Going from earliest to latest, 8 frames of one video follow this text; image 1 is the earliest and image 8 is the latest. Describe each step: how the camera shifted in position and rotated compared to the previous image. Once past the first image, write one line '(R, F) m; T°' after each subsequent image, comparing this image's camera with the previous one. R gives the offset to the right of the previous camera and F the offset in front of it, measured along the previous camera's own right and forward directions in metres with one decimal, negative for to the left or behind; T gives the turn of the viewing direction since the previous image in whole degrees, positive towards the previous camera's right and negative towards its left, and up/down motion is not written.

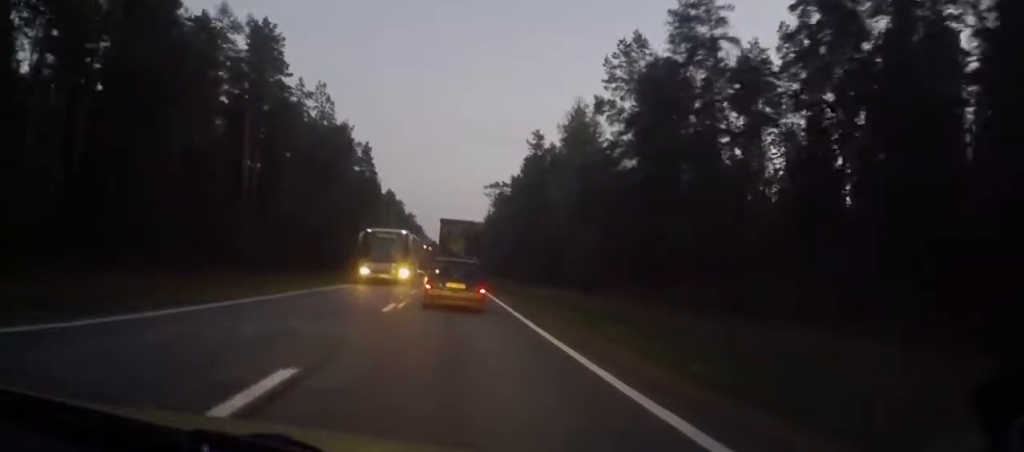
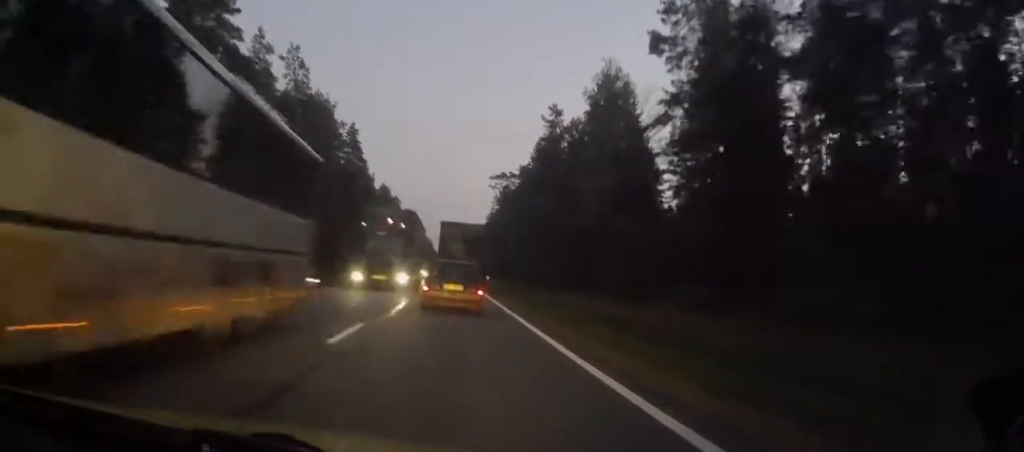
(+0.1, +18.7) m; 0°
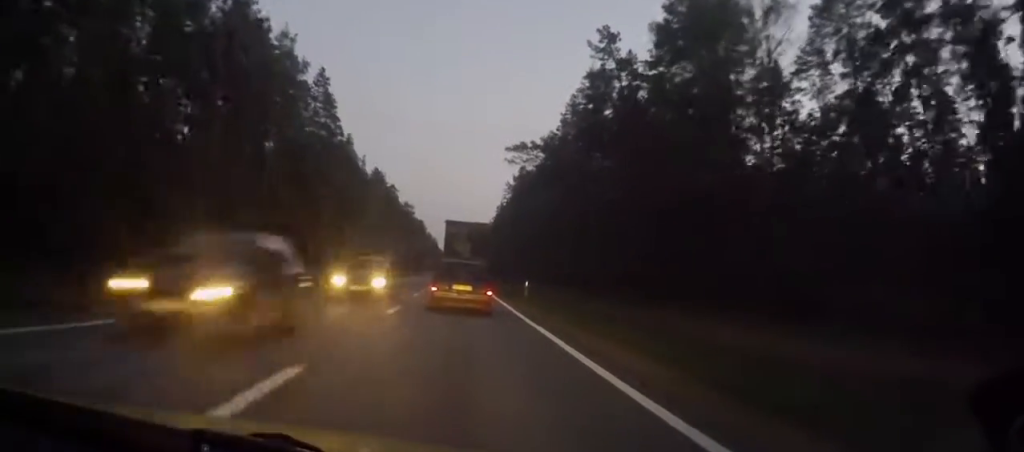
(+0.1, +29.4) m; 0°
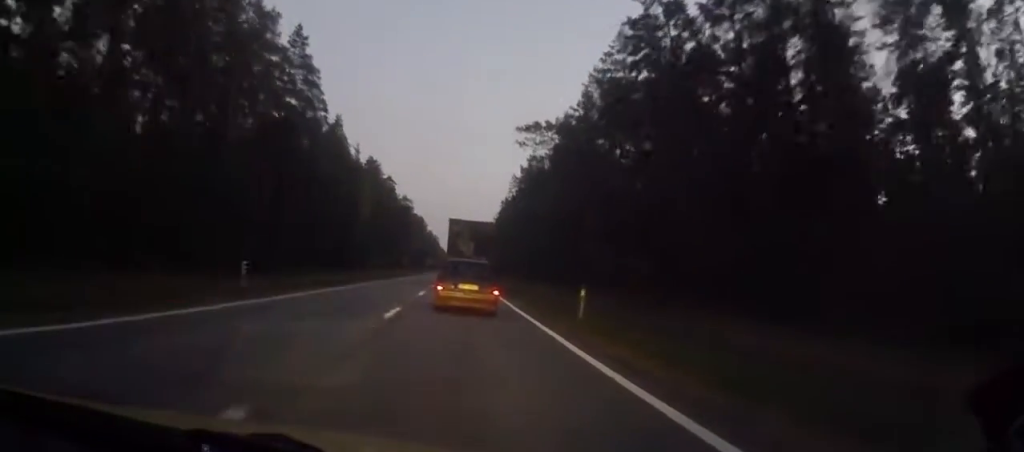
(0.0, +13.9) m; 0°
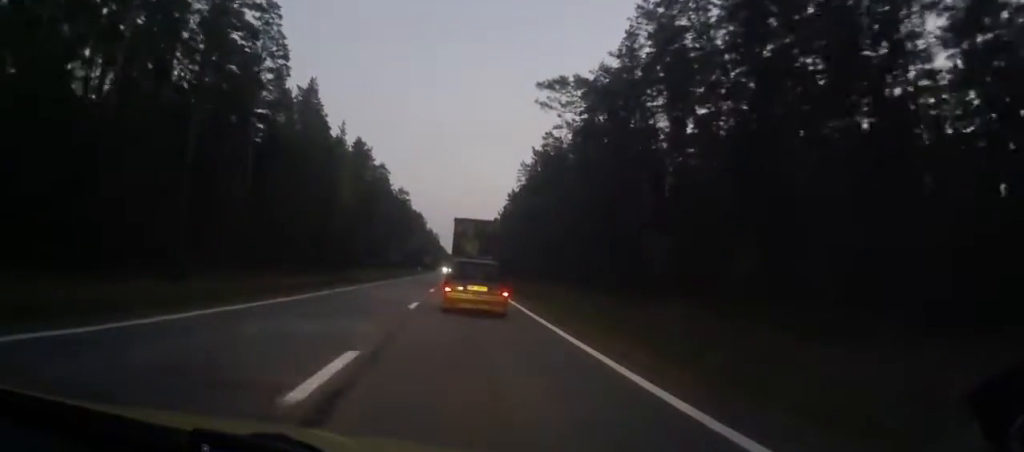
(0.0, +20.5) m; 0°
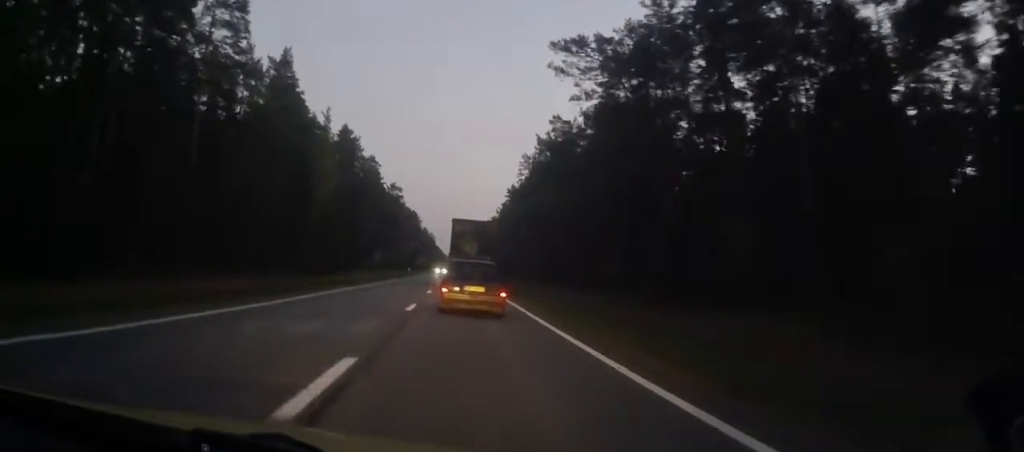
(-0.1, +12.3) m; 0°
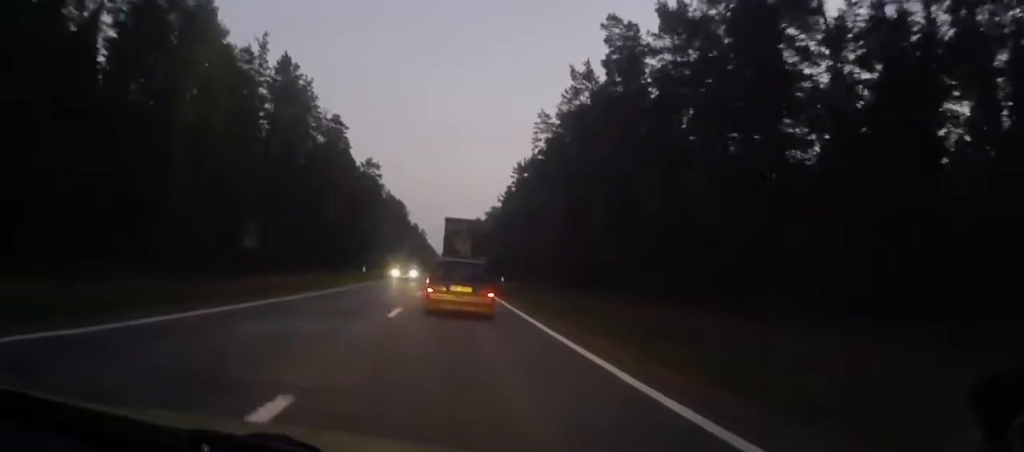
(-0.3, +38.4) m; -1°
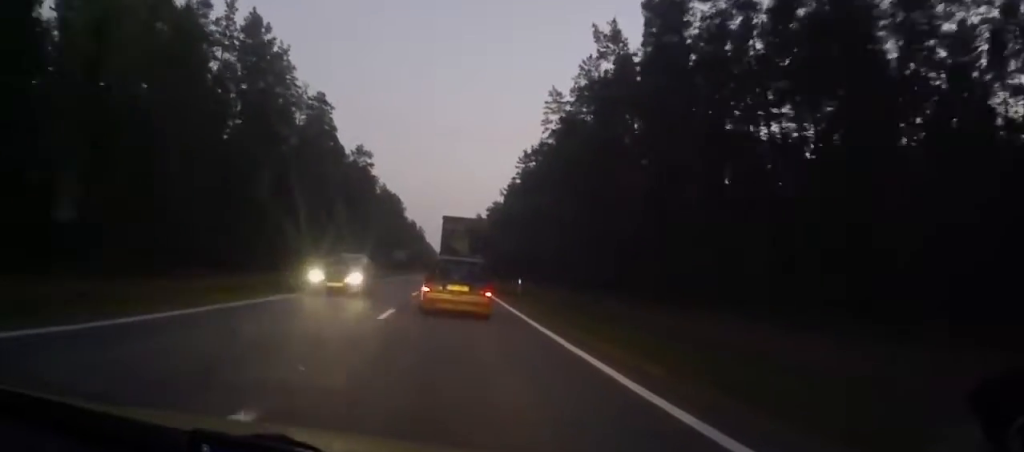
(-0.2, +13.1) m; 0°
